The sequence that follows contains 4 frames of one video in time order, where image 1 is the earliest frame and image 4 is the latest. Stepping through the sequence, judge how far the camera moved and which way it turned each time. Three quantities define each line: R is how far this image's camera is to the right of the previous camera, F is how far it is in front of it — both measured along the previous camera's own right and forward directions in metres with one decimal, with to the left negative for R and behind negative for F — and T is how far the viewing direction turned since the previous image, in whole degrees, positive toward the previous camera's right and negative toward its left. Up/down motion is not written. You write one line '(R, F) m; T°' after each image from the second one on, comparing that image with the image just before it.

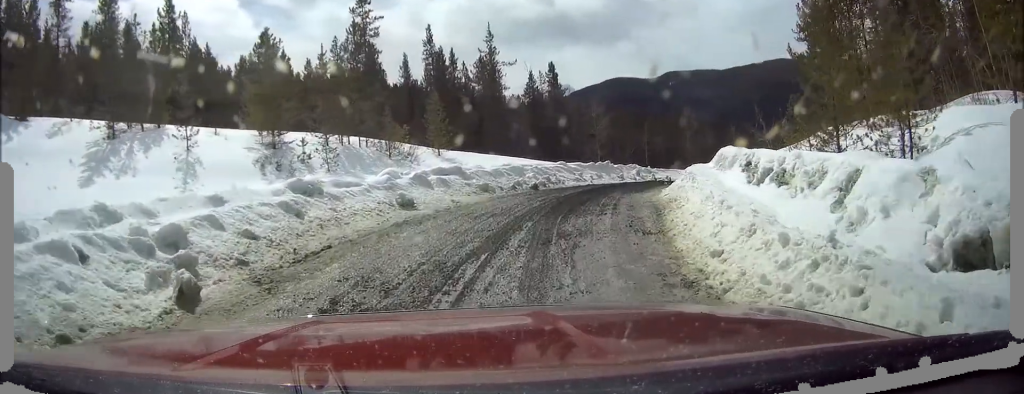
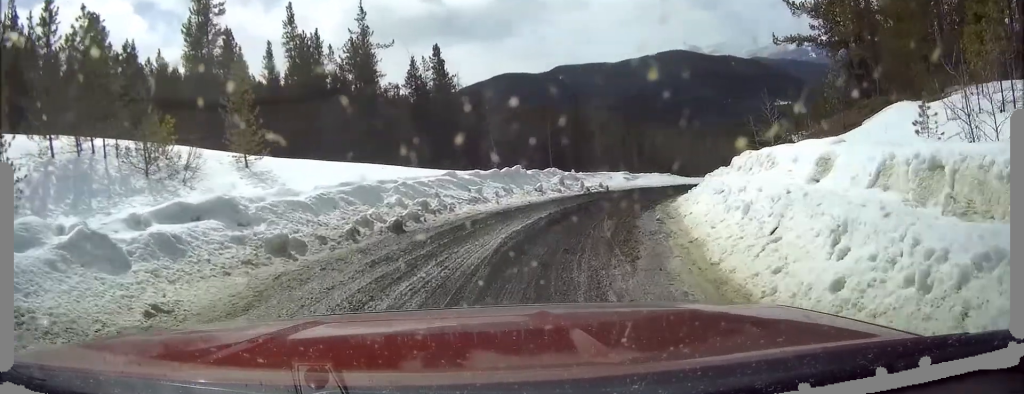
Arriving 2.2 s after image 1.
(+1.1, +11.9) m; +15°
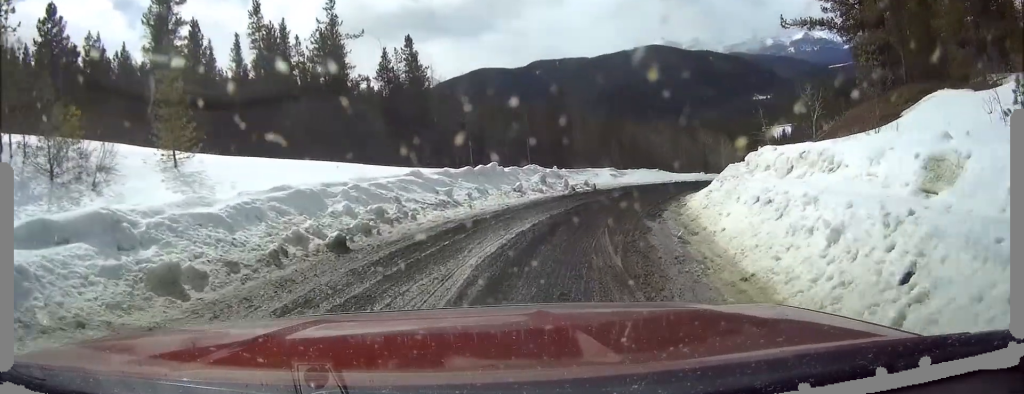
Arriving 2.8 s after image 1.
(+0.2, +2.6) m; +5°
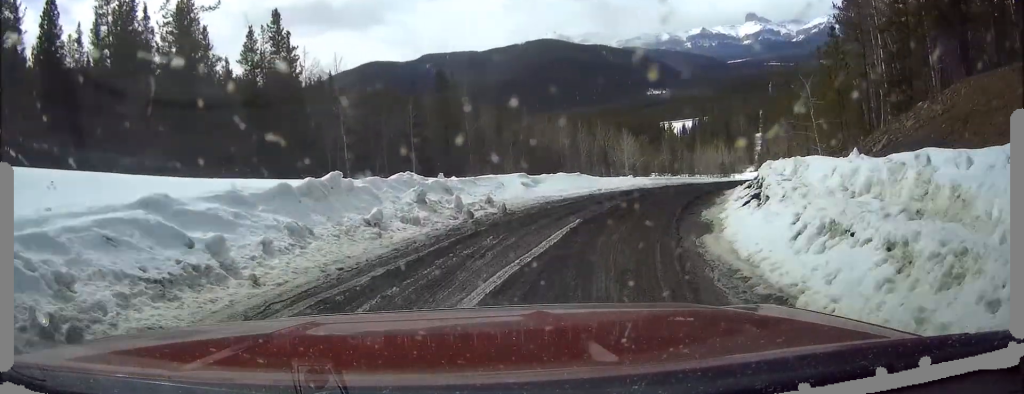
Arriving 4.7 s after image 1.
(+0.9, +8.4) m; +10°
